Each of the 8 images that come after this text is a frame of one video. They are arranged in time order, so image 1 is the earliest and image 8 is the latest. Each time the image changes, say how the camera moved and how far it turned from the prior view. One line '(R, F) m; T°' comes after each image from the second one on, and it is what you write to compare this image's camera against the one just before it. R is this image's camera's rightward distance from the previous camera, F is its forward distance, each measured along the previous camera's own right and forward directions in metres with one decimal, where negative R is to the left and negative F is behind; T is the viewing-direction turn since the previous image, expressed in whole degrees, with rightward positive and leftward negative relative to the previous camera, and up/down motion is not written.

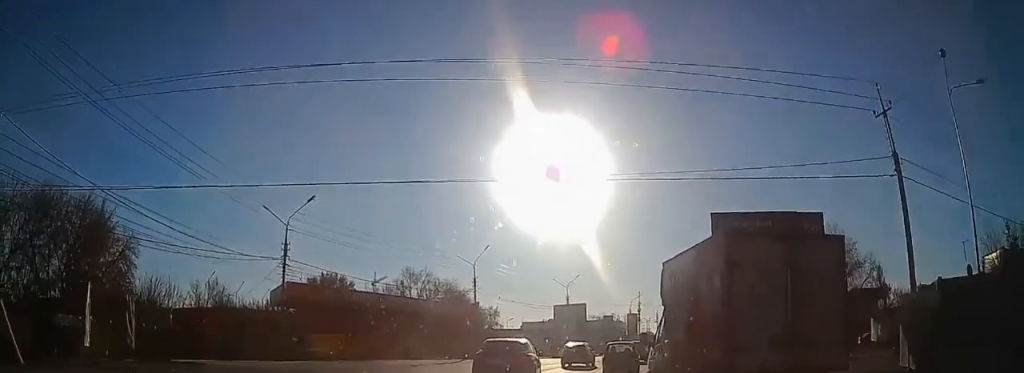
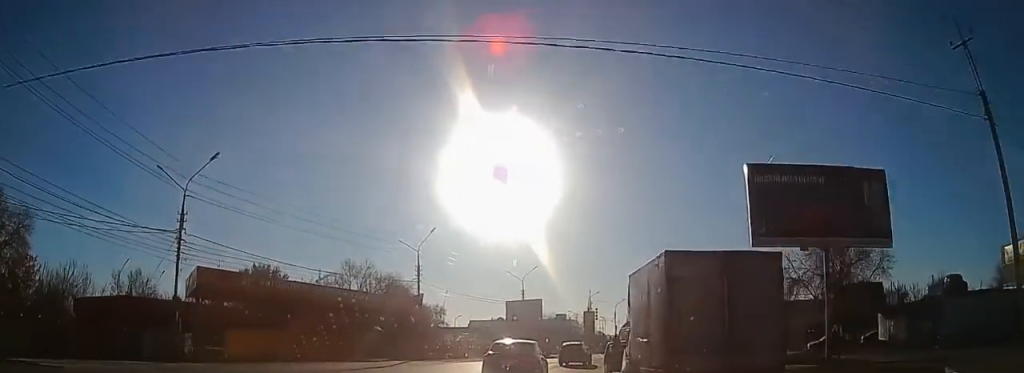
(+0.5, +9.5) m; +5°
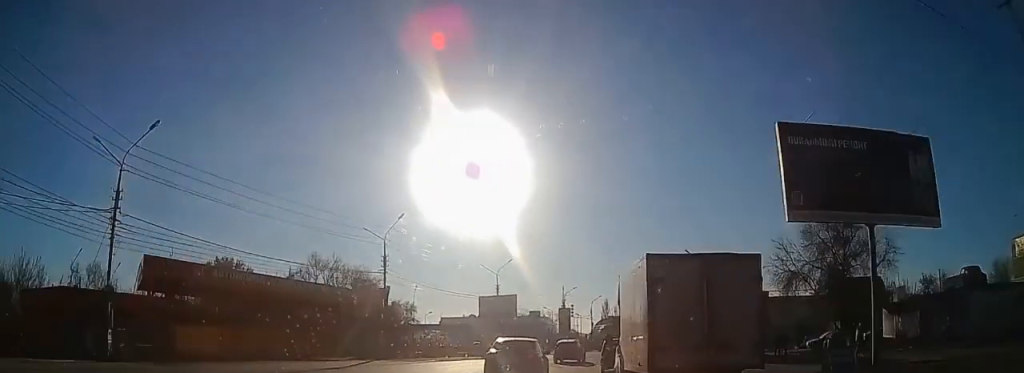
(-0.2, +4.7) m; +2°
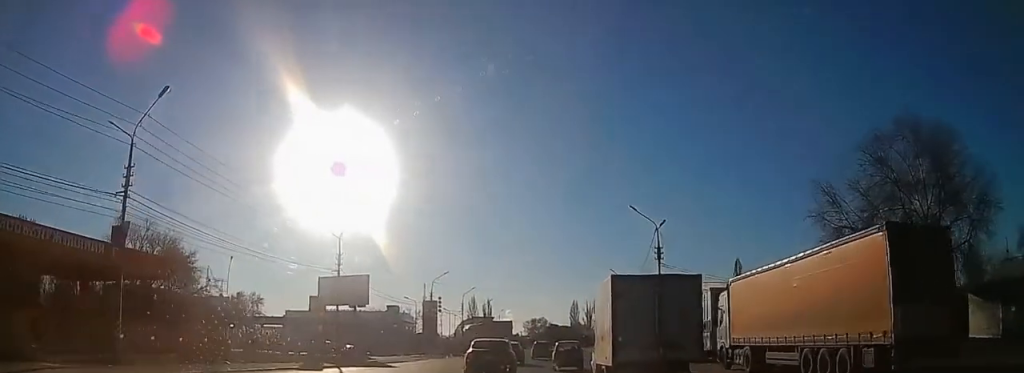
(+1.8, +24.6) m; +7°
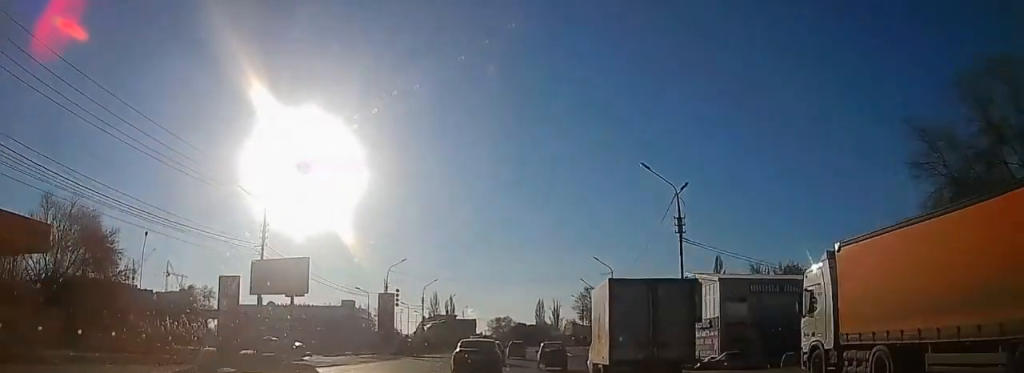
(+0.4, +10.7) m; +2°
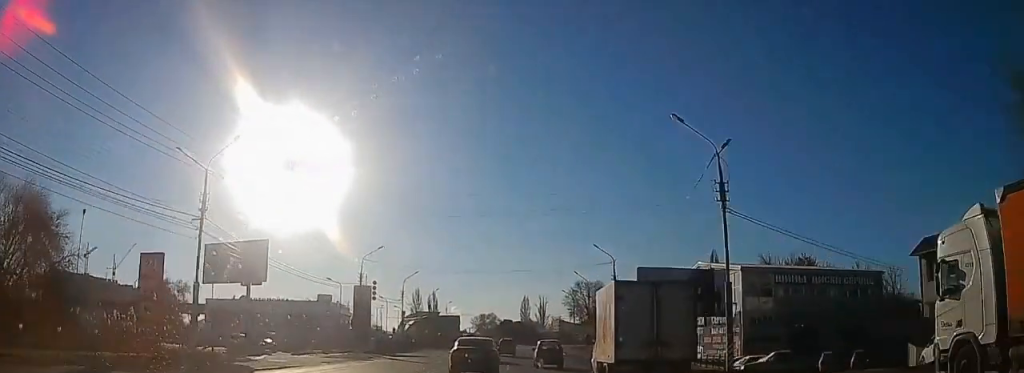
(0.0, +7.0) m; +1°
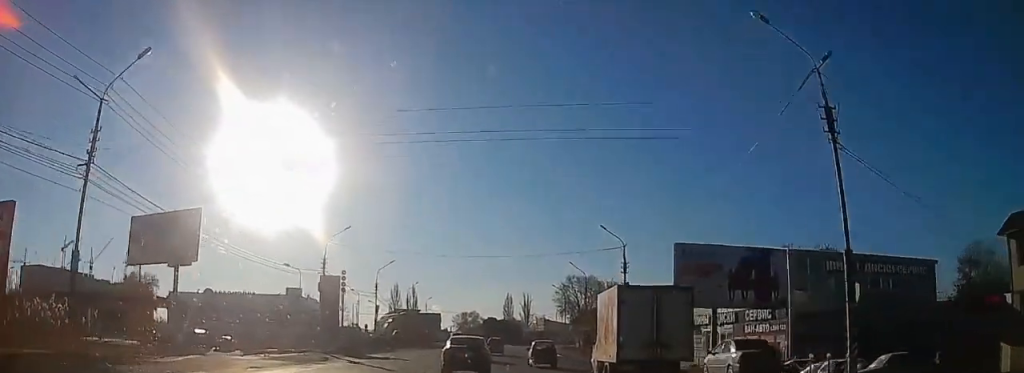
(+0.2, +9.6) m; +1°
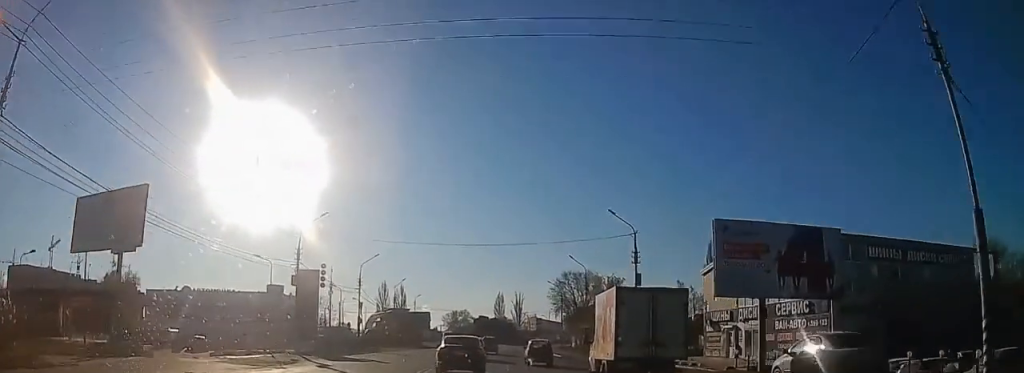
(0.0, +5.6) m; +1°
